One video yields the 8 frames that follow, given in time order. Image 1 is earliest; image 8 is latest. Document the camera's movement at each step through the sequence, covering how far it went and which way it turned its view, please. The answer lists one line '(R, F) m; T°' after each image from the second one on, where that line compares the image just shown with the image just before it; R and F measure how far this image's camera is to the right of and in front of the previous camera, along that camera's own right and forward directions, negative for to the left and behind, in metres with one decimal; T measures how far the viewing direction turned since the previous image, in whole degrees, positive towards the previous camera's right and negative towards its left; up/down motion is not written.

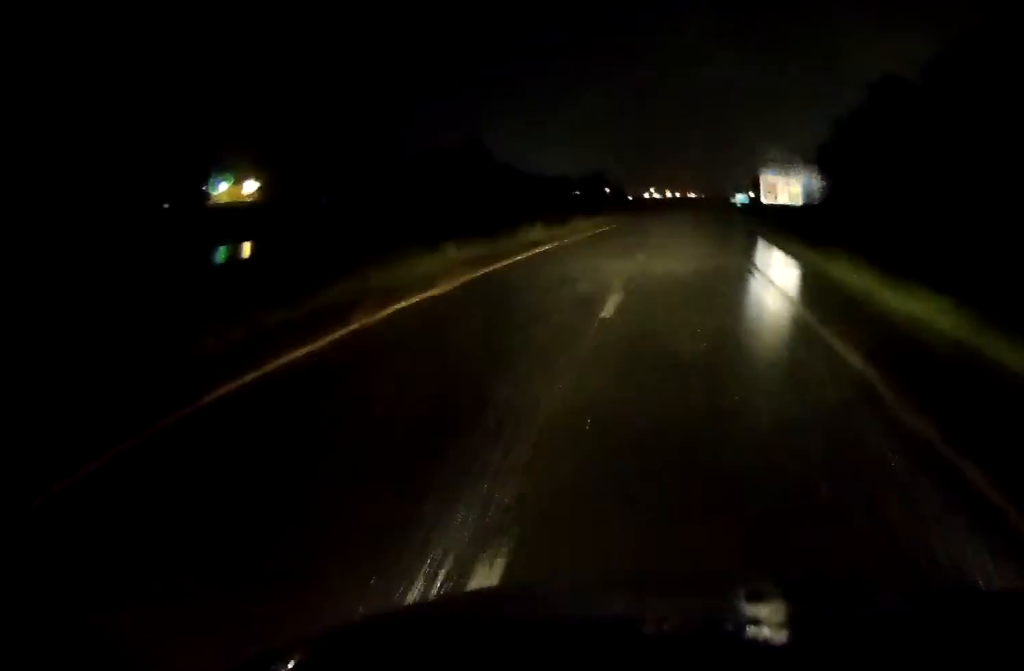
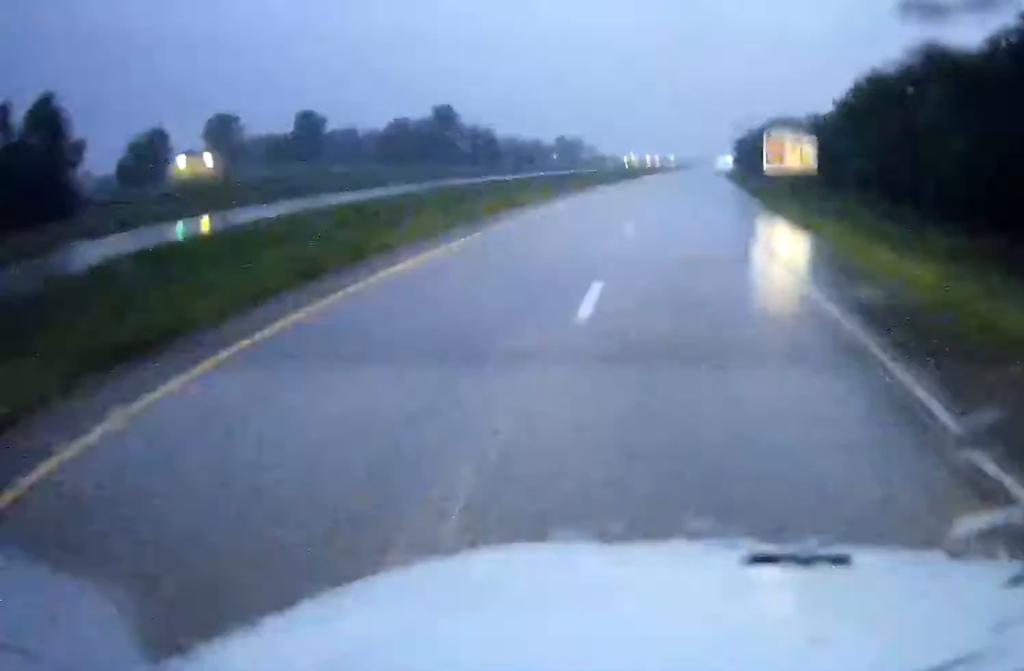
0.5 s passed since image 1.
(+0.1, +15.9) m; +1°
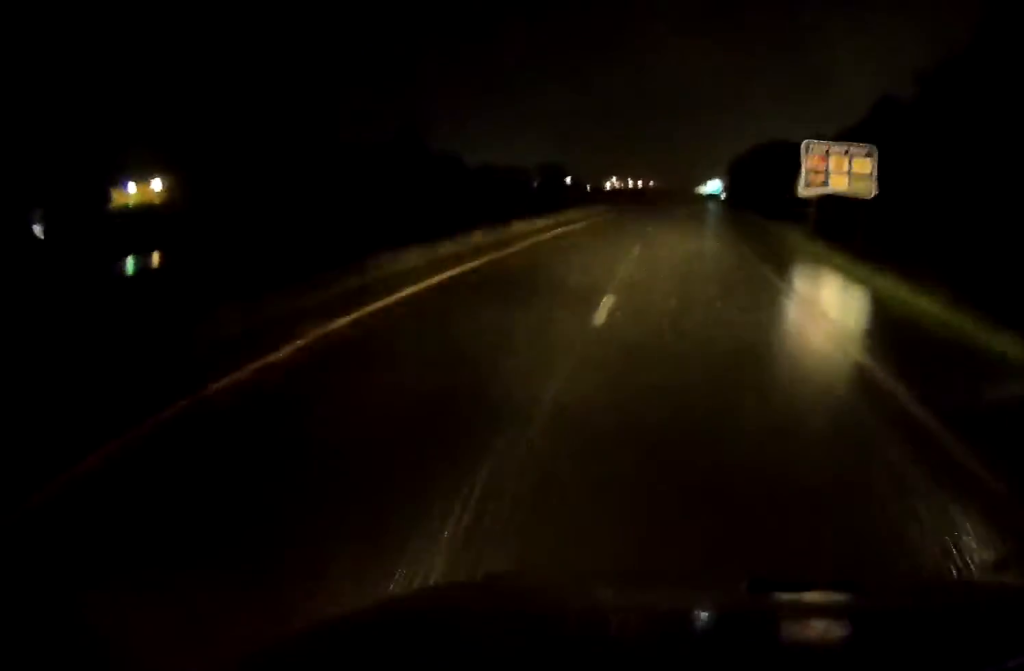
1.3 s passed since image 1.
(+0.3, +23.0) m; +1°
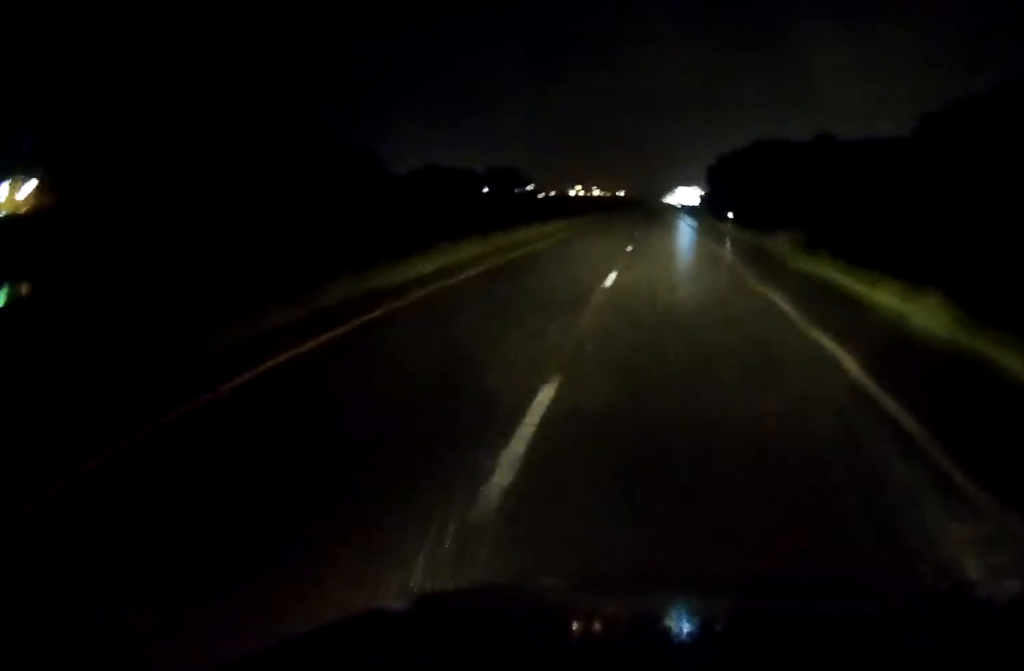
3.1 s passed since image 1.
(+1.3, +55.0) m; +2°
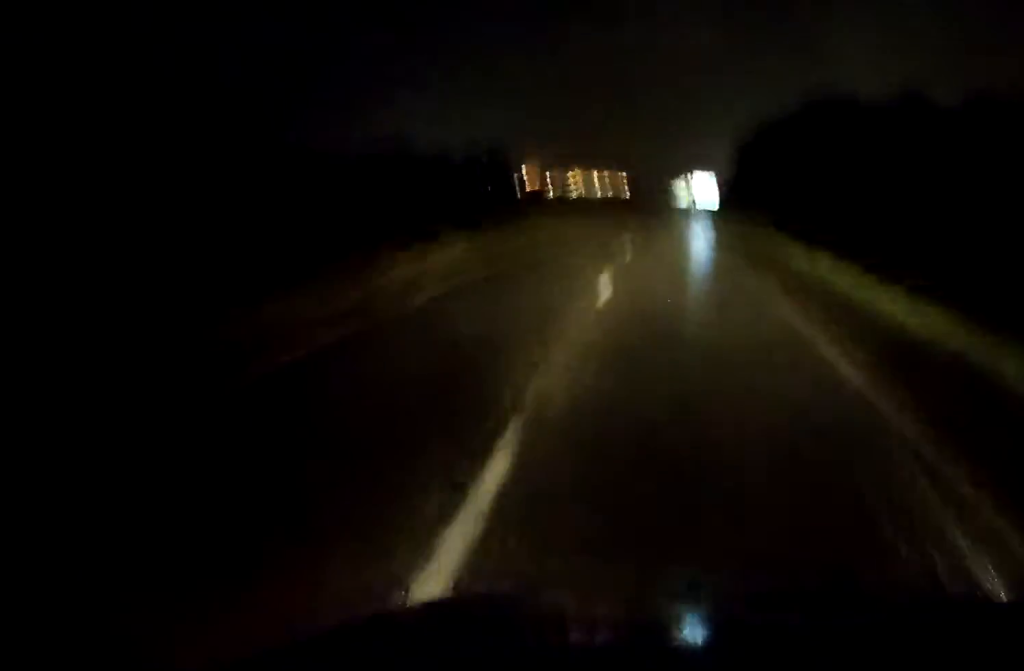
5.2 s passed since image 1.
(+0.7, +63.0) m; +1°
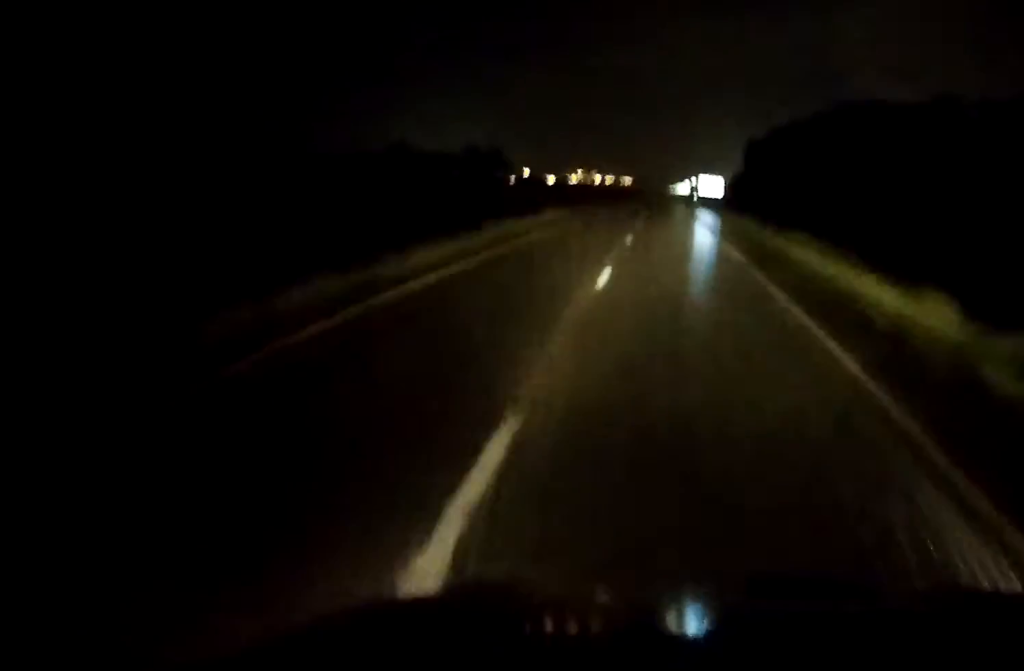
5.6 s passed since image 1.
(0.0, +12.0) m; 0°
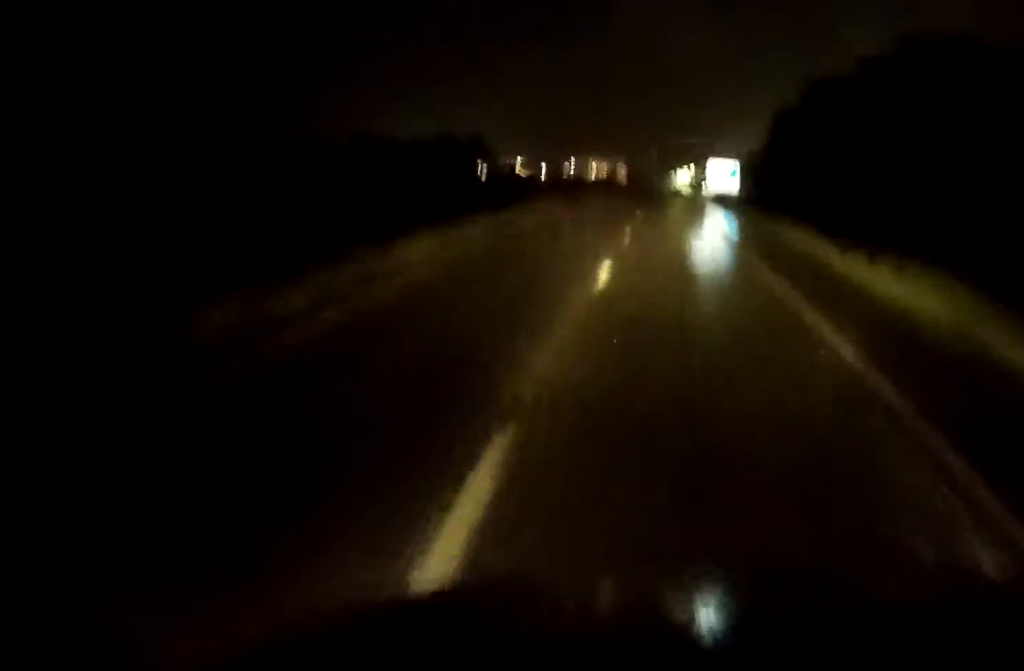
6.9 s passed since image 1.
(-0.1, +37.2) m; 0°
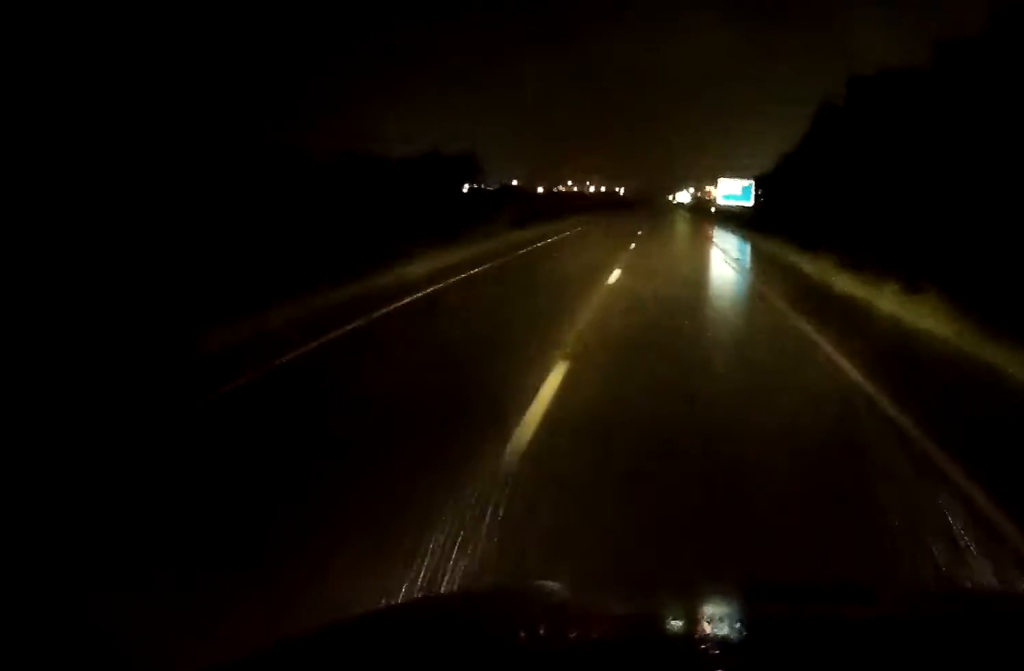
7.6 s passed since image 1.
(0.0, +21.2) m; 0°
